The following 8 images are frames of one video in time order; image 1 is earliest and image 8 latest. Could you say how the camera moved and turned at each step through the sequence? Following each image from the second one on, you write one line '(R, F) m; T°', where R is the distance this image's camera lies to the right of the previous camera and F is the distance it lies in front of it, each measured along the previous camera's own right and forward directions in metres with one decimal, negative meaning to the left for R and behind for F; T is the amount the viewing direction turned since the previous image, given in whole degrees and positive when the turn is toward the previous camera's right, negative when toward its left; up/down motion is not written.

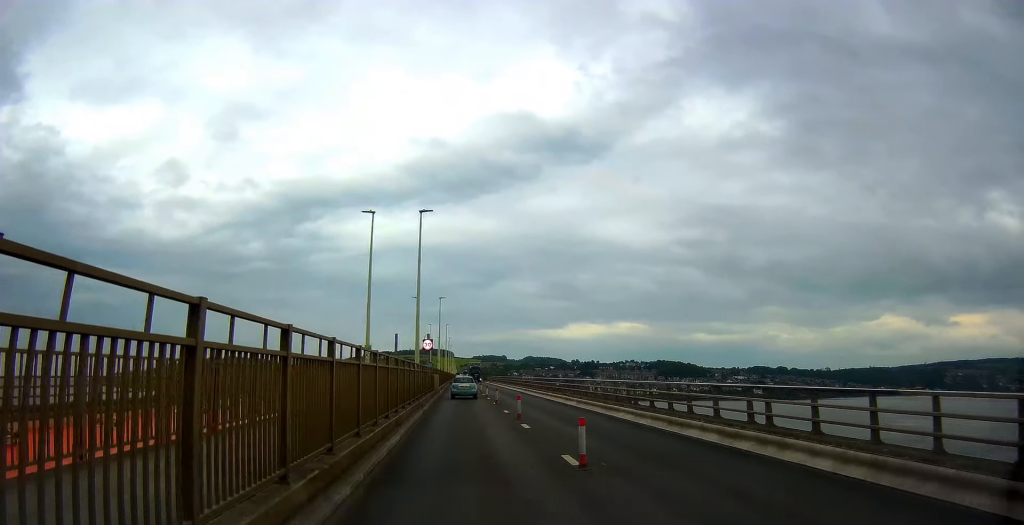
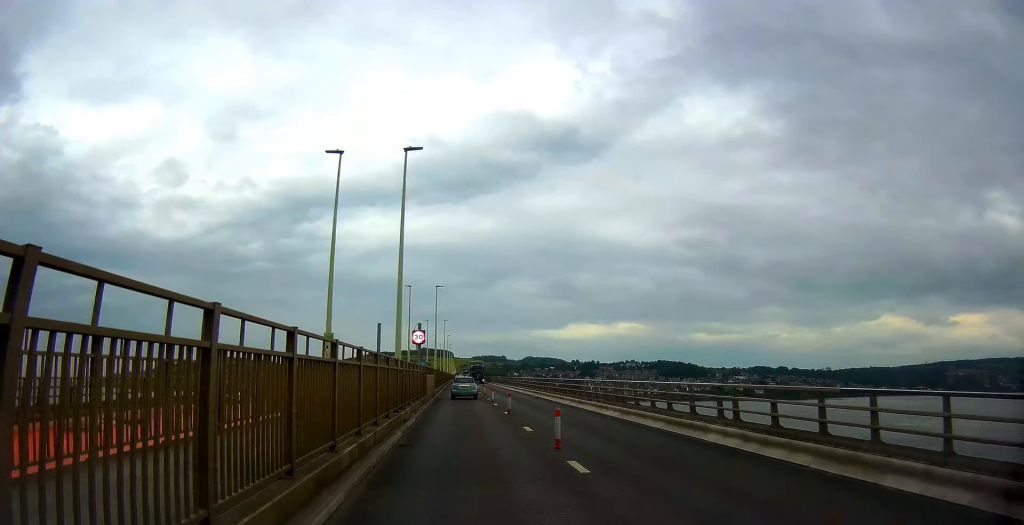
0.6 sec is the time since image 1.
(+0.1, +6.4) m; 0°
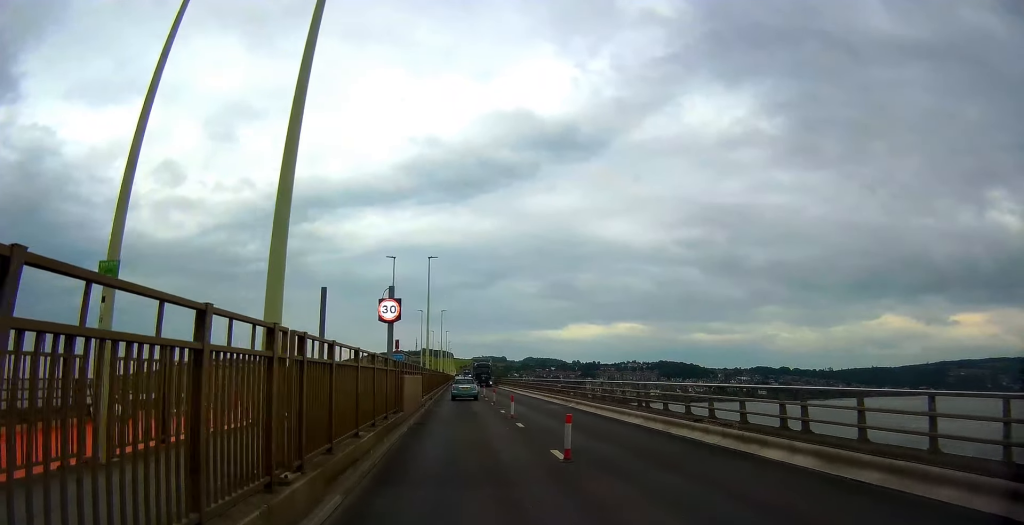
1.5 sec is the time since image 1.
(-0.1, +10.2) m; -1°
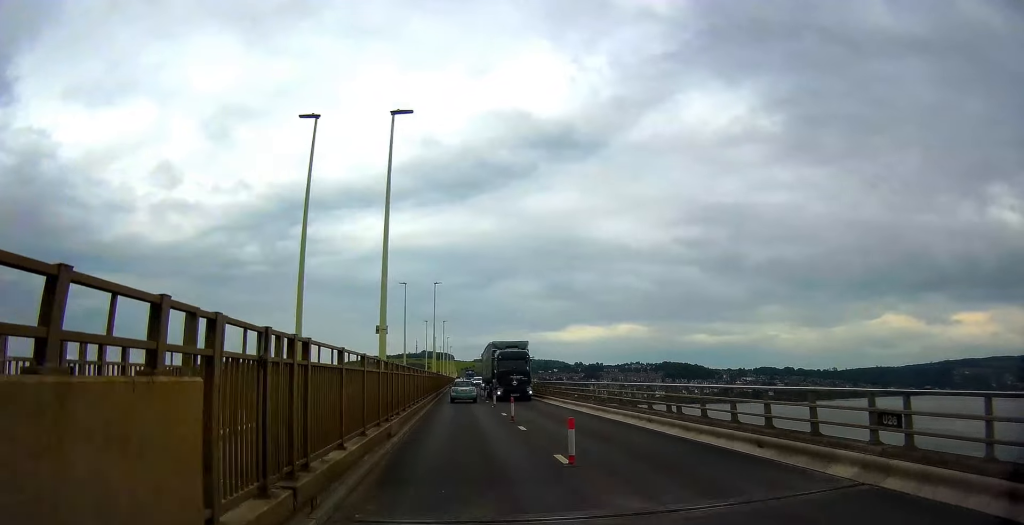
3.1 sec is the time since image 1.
(-0.1, +19.8) m; 0°
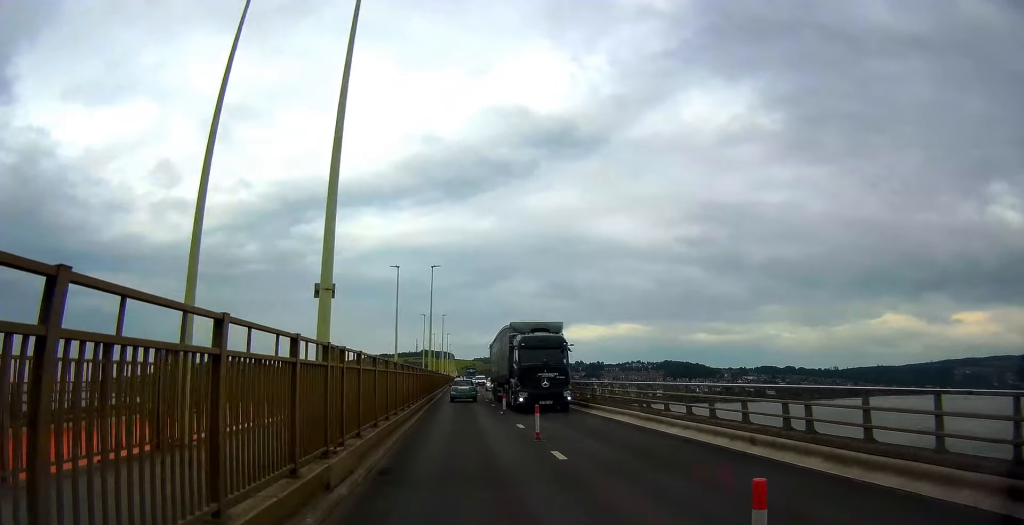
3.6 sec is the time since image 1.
(0.0, +6.2) m; 0°
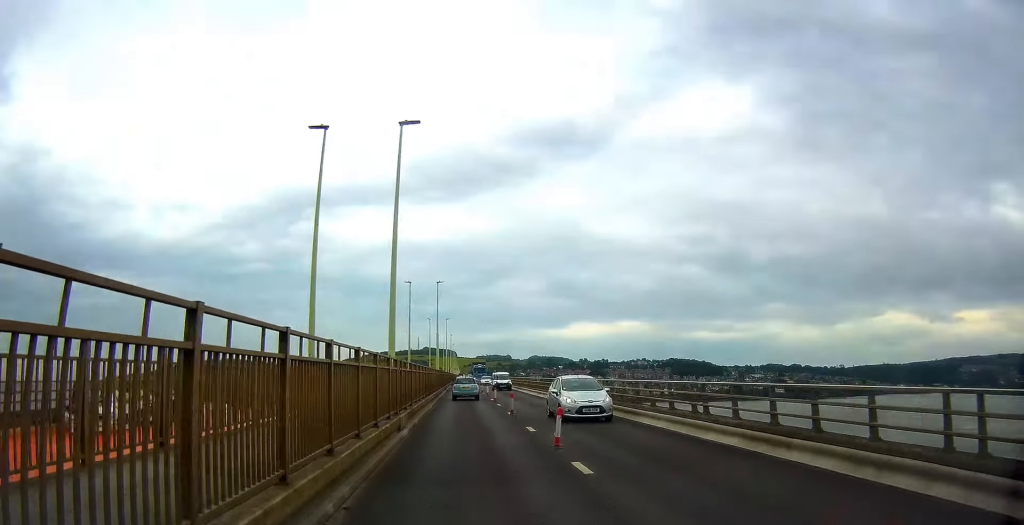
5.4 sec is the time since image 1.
(0.0, +21.9) m; 0°
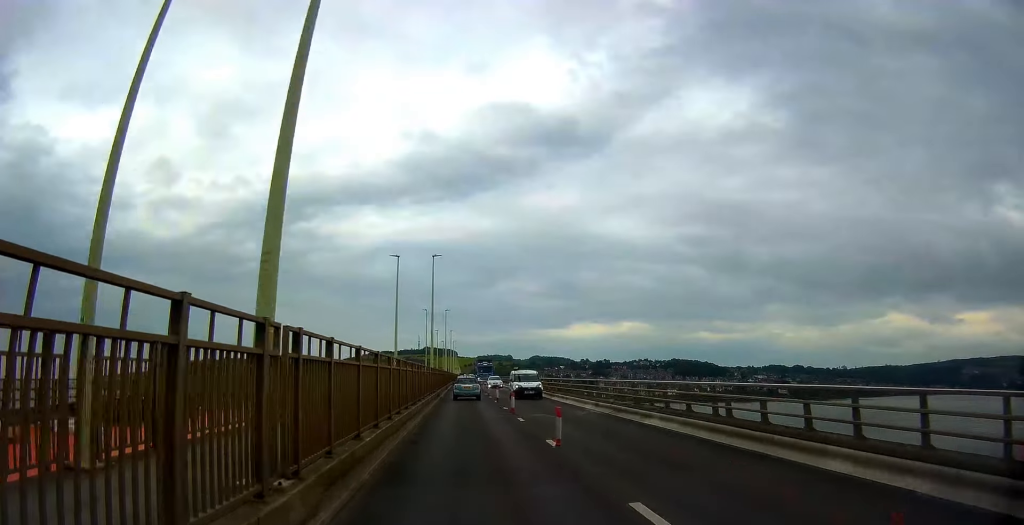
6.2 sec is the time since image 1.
(0.0, +10.1) m; 0°
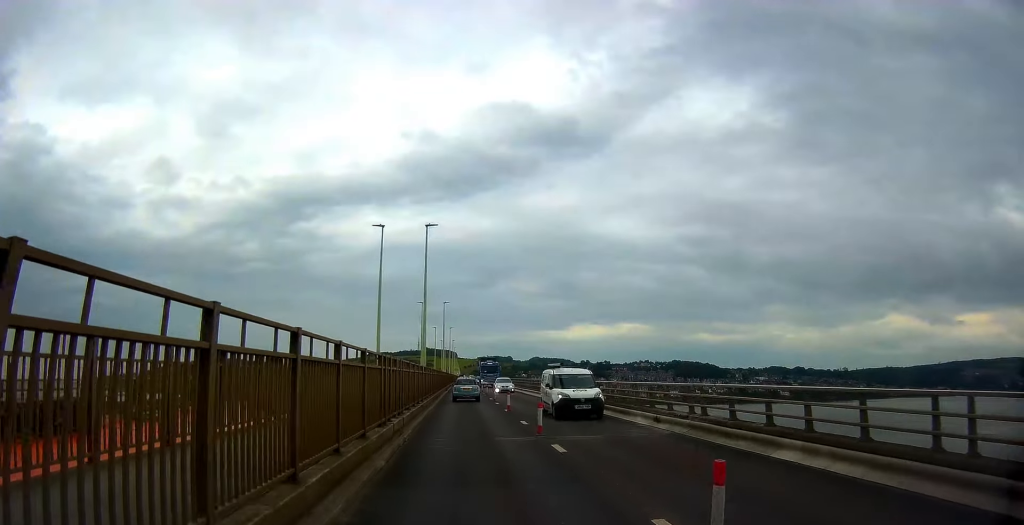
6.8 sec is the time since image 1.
(+0.1, +7.6) m; 0°
